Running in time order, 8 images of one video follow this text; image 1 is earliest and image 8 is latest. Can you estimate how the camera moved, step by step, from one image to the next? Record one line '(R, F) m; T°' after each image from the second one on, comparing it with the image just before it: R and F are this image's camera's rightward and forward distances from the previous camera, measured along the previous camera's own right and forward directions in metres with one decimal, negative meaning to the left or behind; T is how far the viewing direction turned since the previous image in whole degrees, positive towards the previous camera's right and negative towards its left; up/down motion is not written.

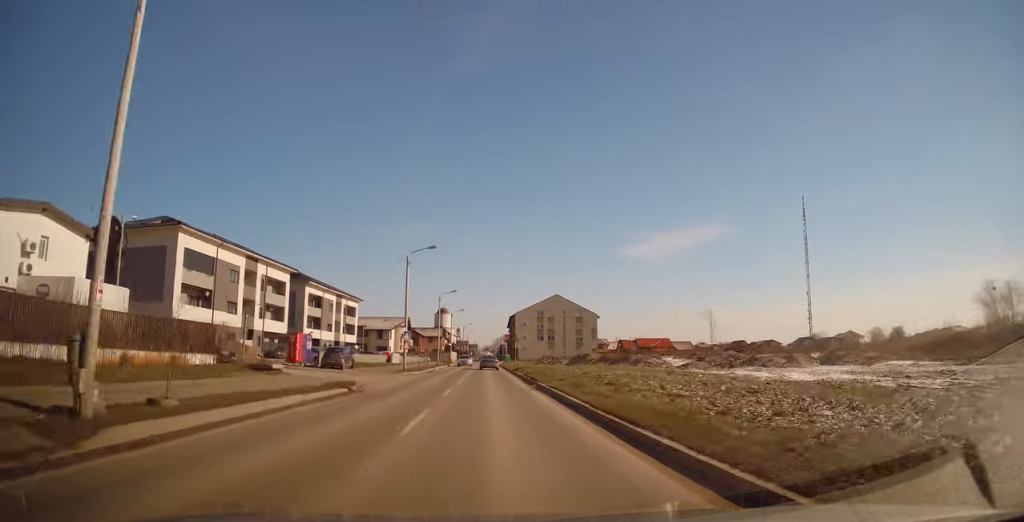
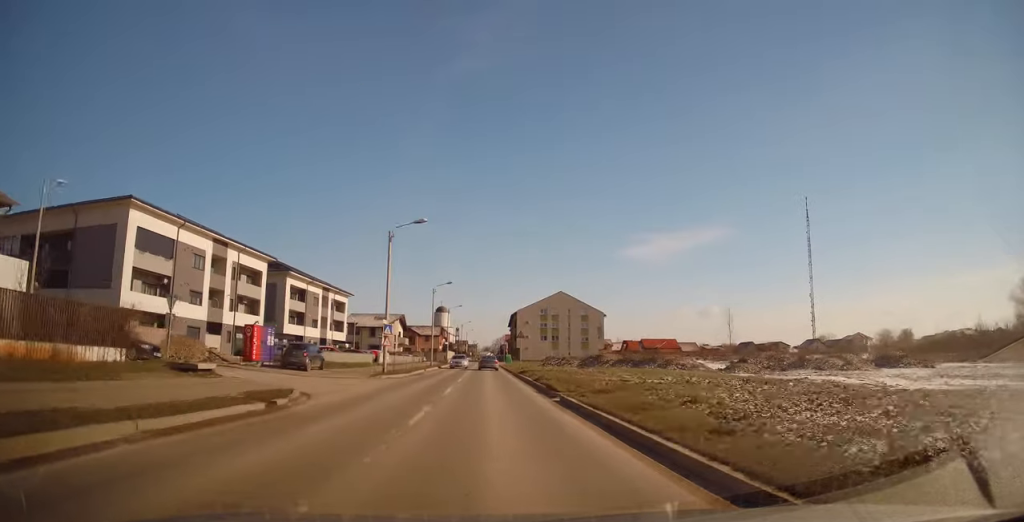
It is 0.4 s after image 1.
(0.0, +7.4) m; 0°
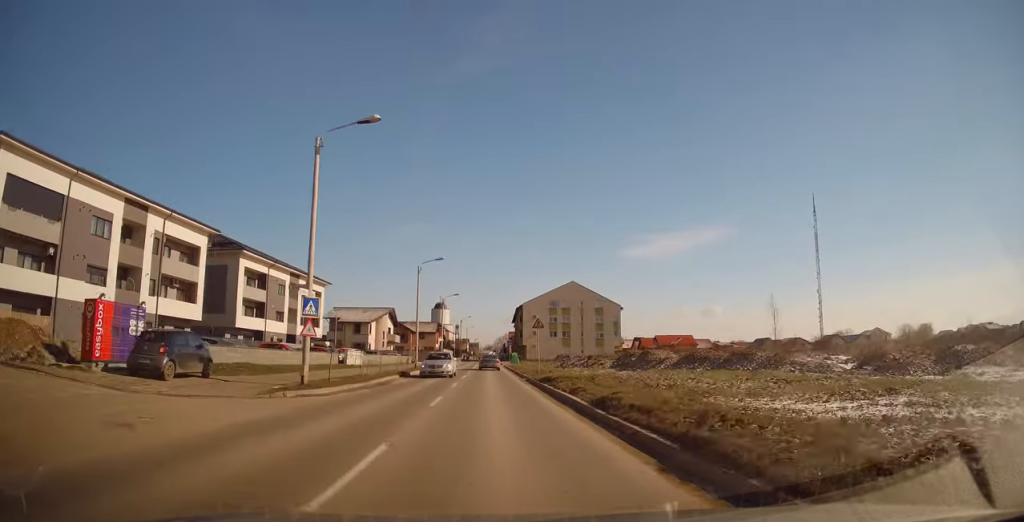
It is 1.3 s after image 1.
(0.0, +14.2) m; 0°
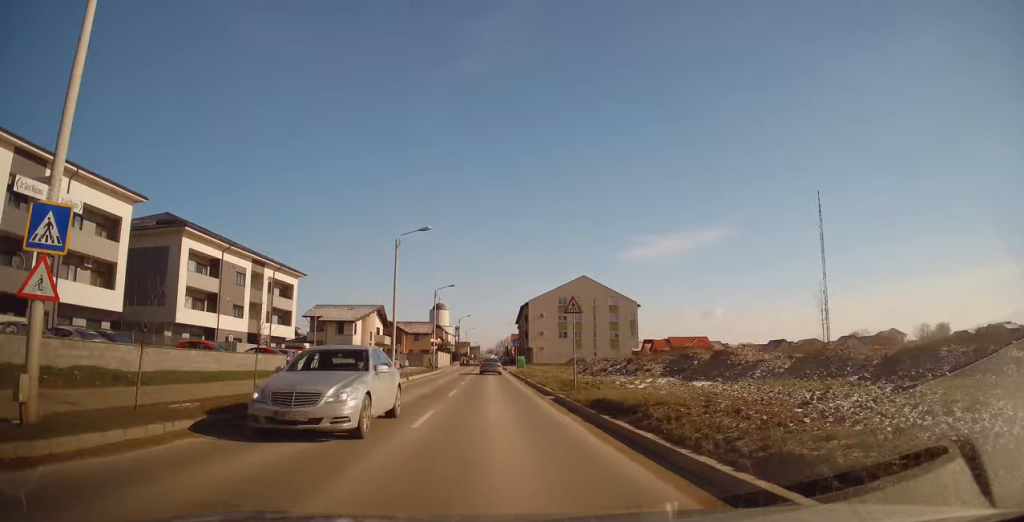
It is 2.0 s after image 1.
(0.0, +11.8) m; 0°
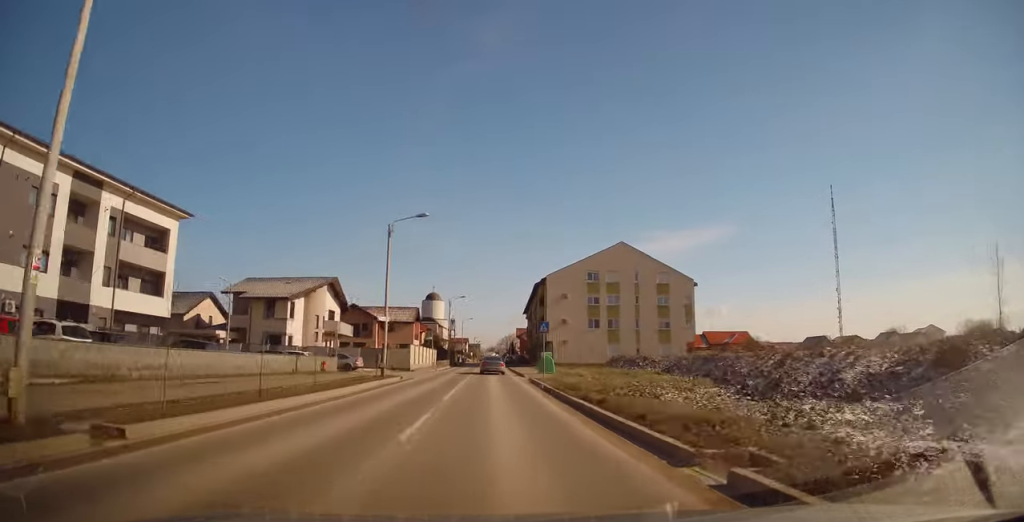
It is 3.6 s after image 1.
(0.0, +27.3) m; 0°
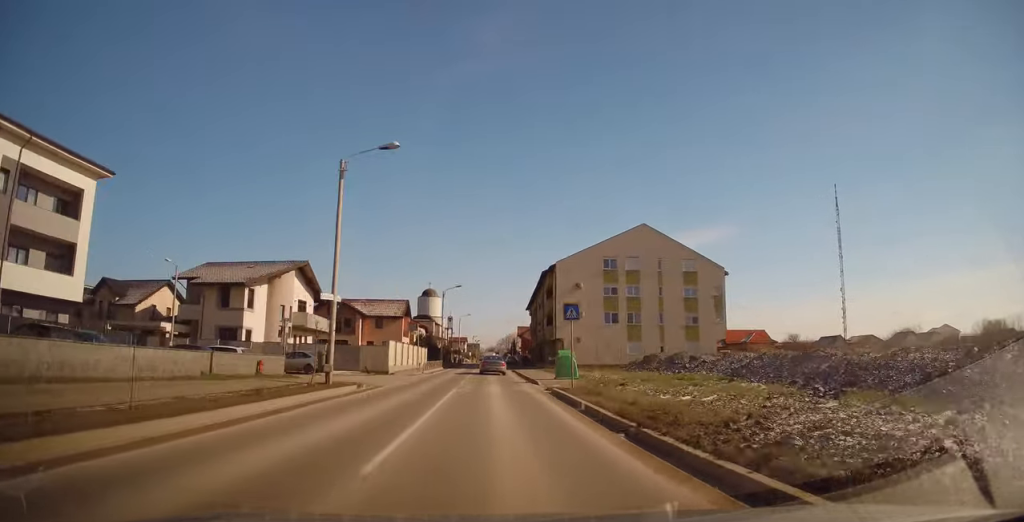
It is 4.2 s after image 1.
(0.0, +9.9) m; -1°
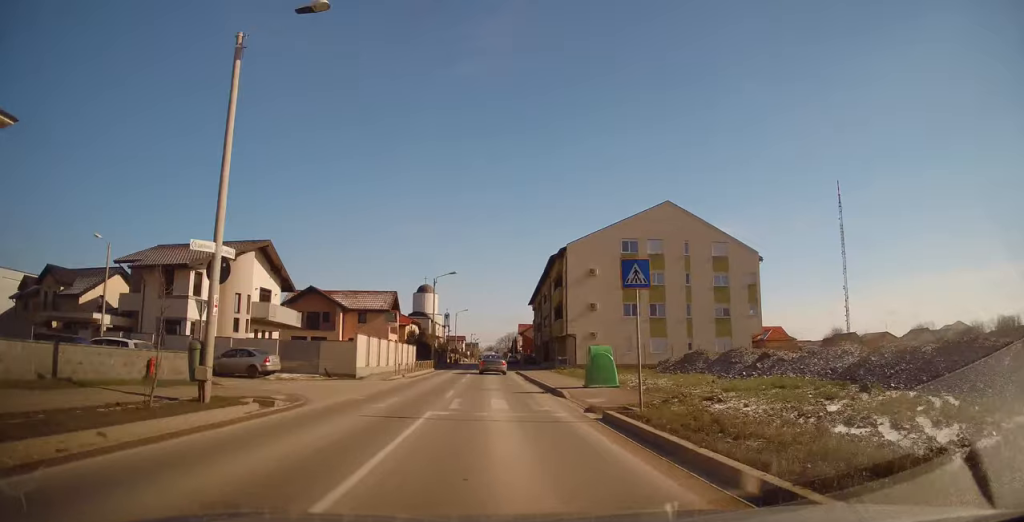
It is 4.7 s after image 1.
(0.0, +8.7) m; -1°
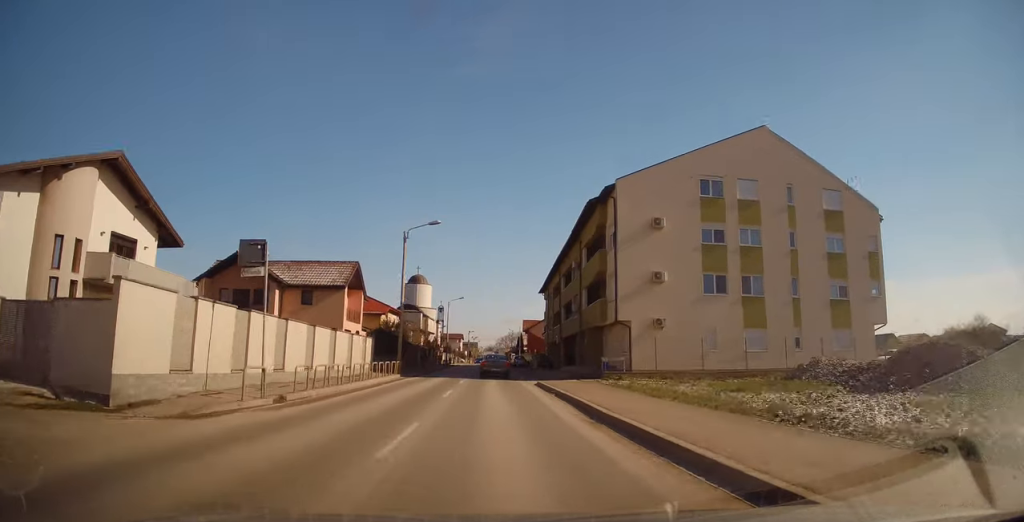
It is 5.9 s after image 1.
(-0.2, +18.7) m; +1°
